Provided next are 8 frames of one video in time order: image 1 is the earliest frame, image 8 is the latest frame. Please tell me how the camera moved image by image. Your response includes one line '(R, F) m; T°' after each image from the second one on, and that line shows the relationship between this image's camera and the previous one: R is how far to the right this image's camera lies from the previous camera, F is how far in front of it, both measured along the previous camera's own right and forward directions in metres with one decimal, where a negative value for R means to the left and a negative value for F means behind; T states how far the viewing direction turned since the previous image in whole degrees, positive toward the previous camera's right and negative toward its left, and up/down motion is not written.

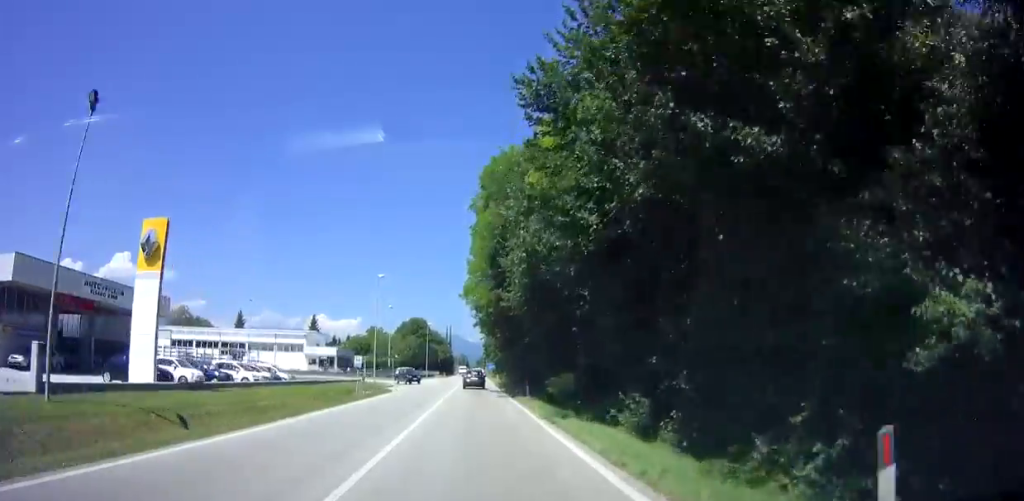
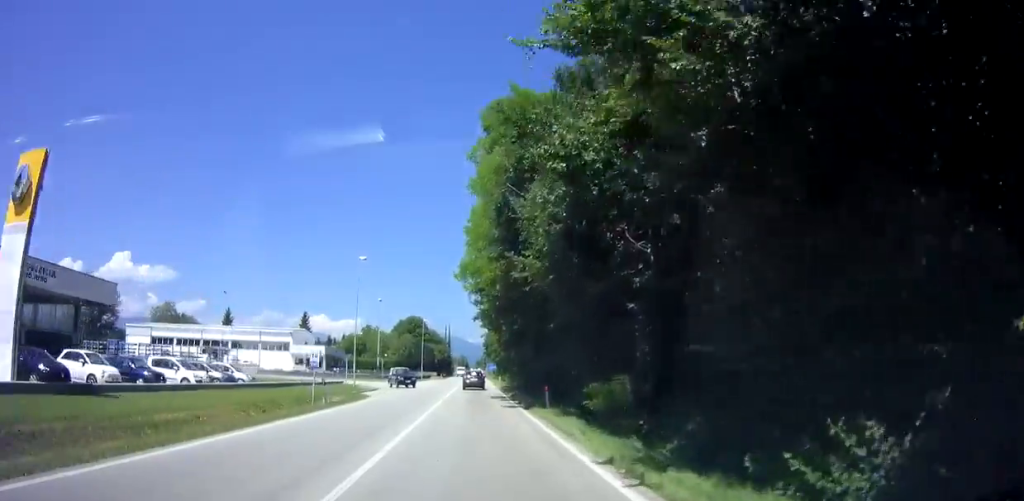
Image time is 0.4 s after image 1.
(0.0, +7.7) m; 0°
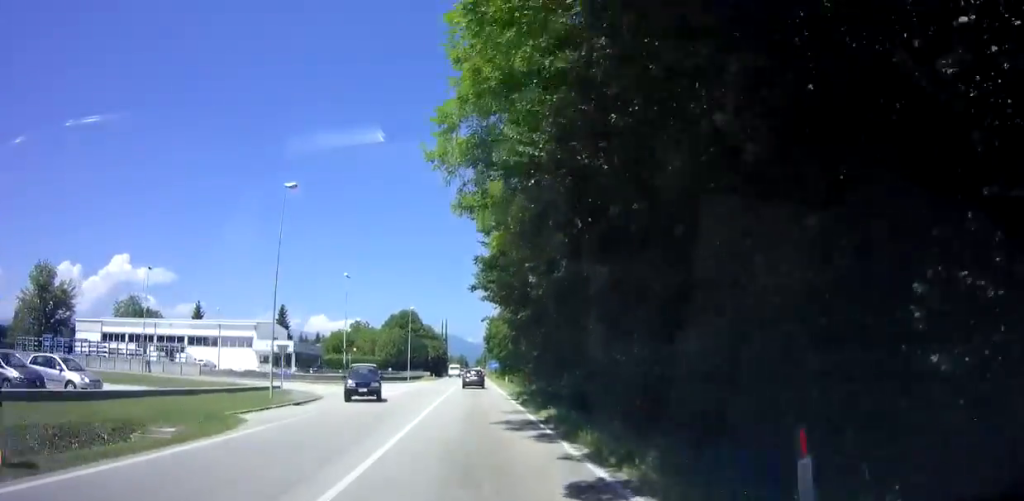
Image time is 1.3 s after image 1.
(-0.1, +15.9) m; 0°
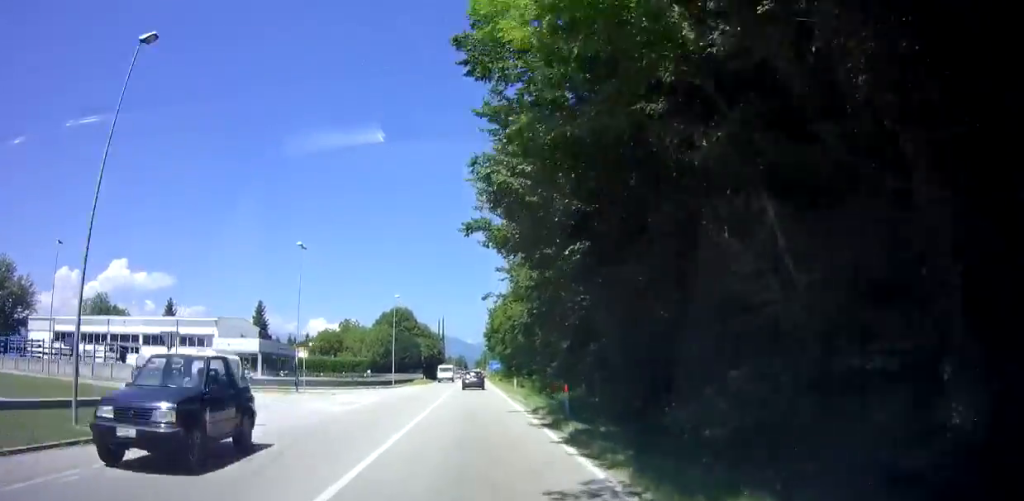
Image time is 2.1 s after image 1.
(+0.1, +12.9) m; 0°
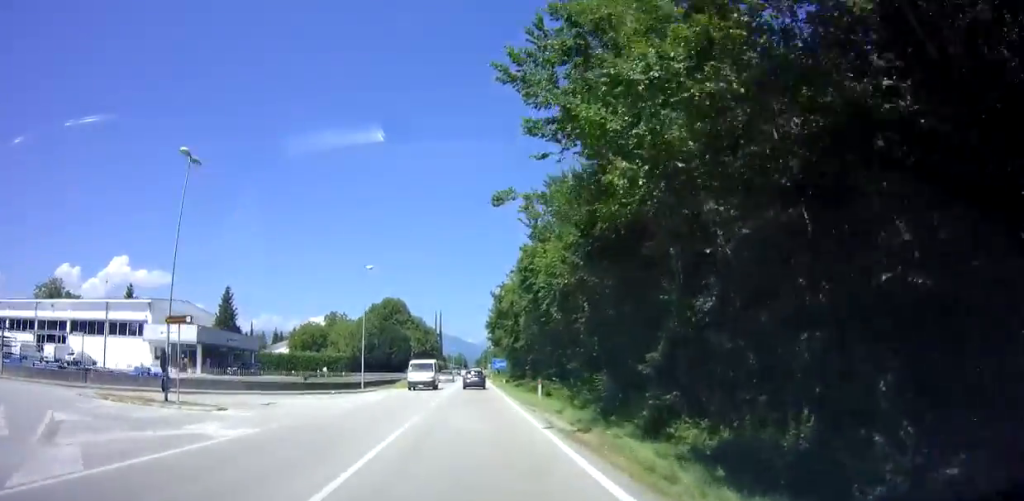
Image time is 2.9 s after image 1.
(+0.1, +15.2) m; 0°
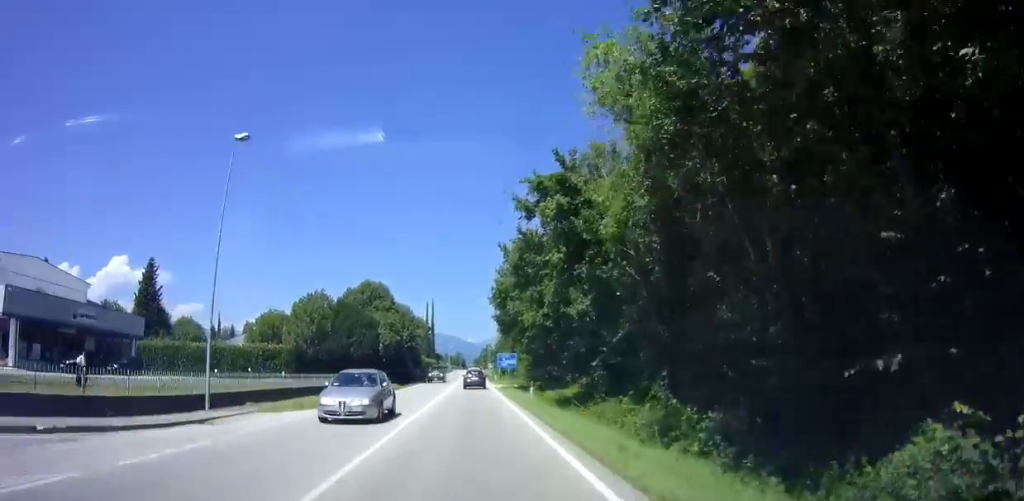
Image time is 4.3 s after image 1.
(-0.3, +24.0) m; 0°
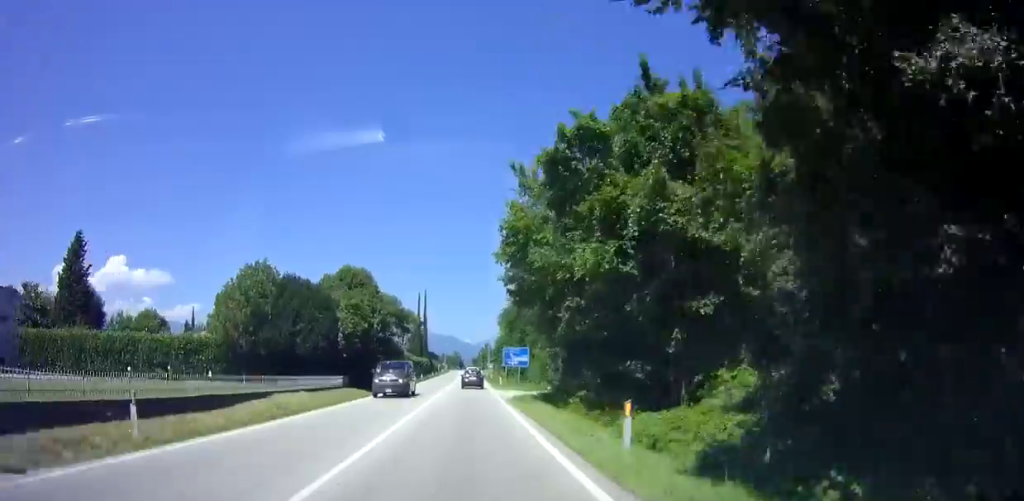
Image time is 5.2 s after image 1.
(+0.2, +15.7) m; +1°
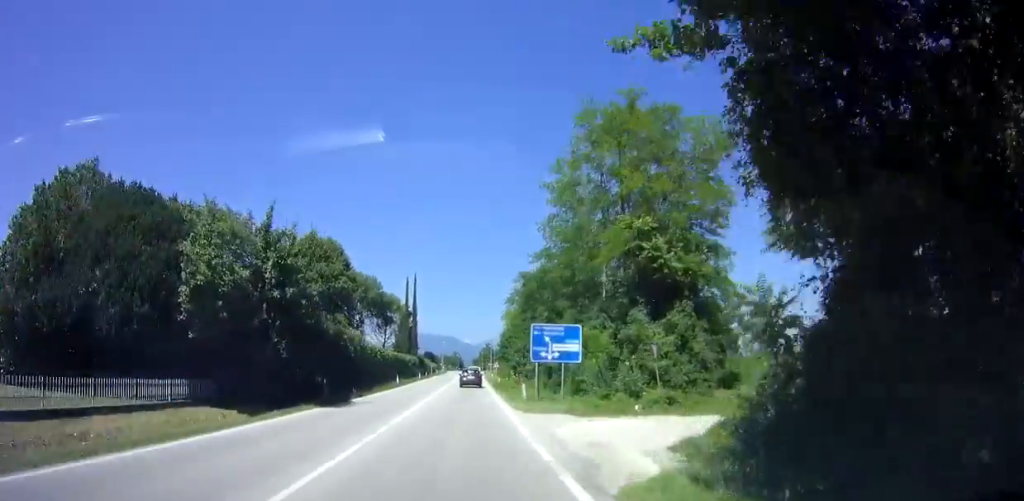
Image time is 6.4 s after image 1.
(+0.2, +21.0) m; 0°
